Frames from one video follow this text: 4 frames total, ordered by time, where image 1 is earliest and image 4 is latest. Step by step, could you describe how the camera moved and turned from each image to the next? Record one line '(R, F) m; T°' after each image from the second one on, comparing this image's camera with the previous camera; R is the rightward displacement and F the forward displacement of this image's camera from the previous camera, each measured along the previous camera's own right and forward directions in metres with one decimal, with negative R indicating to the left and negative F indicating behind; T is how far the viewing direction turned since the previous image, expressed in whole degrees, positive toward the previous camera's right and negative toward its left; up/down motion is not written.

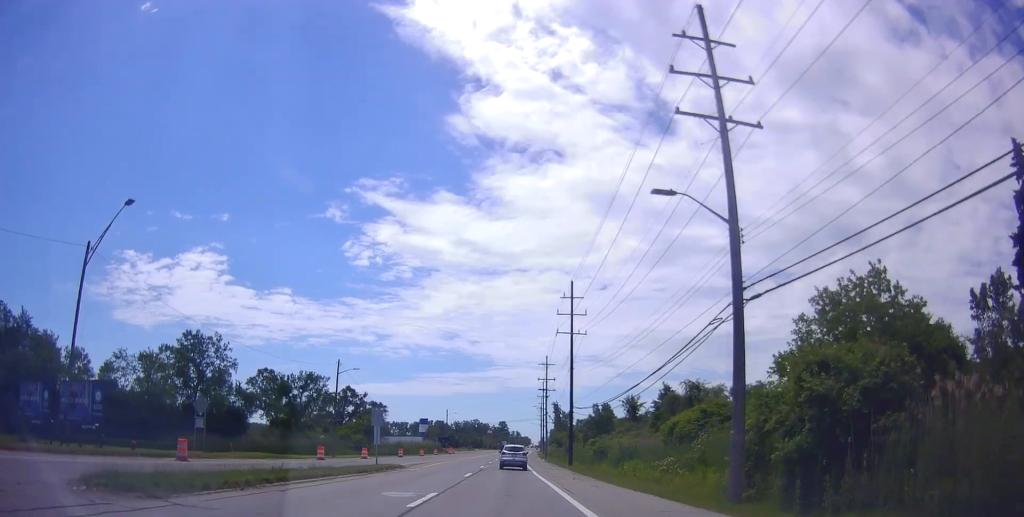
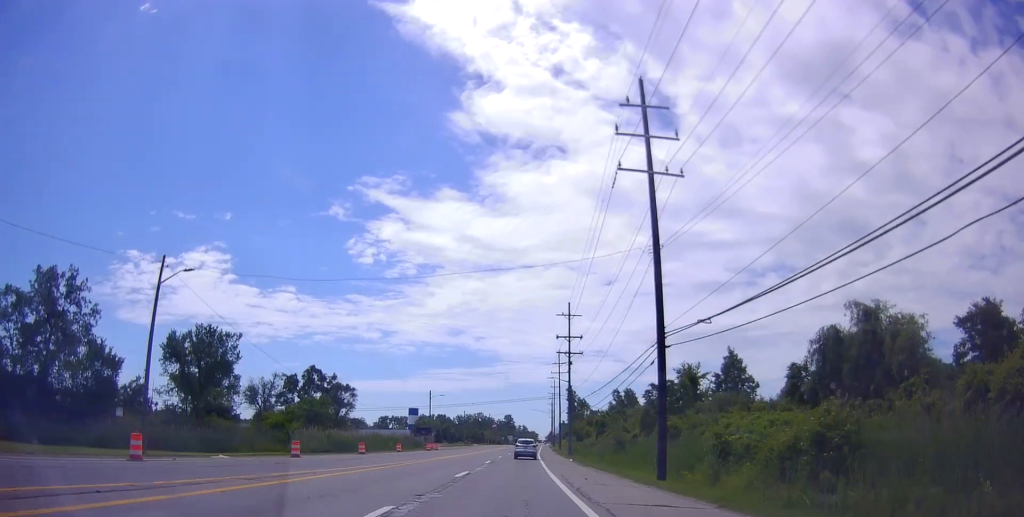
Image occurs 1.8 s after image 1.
(-0.4, +35.6) m; -1°
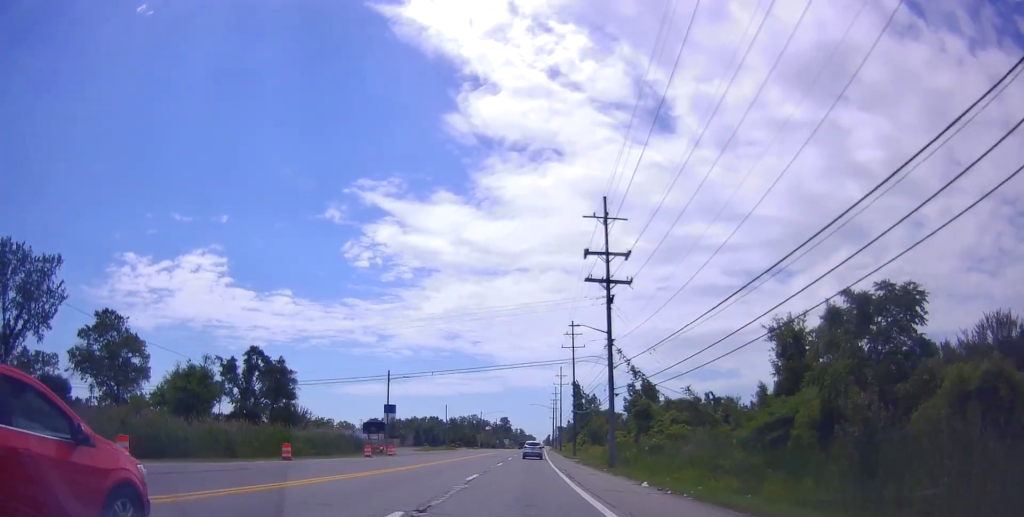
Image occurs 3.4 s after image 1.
(+0.5, +31.3) m; +1°
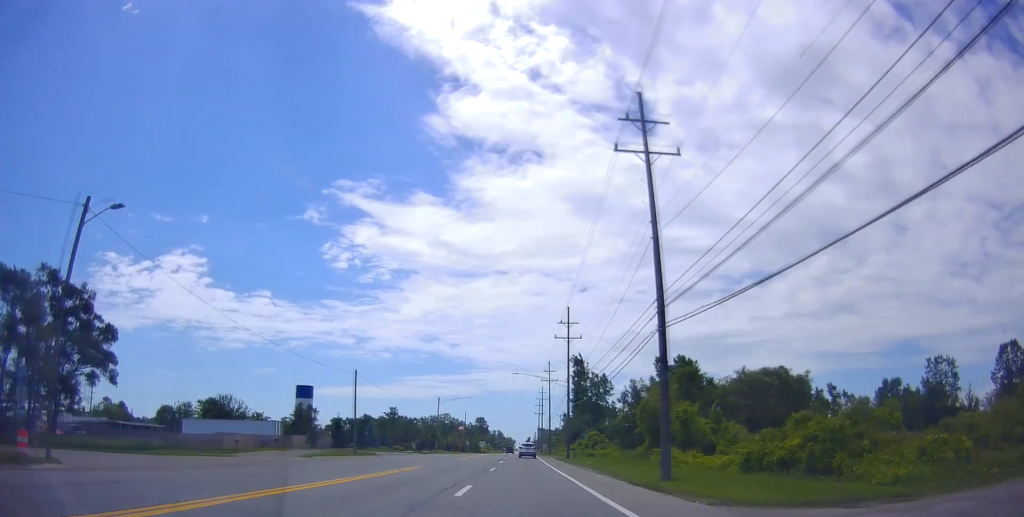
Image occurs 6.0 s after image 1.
(-0.2, +53.4) m; +1°
